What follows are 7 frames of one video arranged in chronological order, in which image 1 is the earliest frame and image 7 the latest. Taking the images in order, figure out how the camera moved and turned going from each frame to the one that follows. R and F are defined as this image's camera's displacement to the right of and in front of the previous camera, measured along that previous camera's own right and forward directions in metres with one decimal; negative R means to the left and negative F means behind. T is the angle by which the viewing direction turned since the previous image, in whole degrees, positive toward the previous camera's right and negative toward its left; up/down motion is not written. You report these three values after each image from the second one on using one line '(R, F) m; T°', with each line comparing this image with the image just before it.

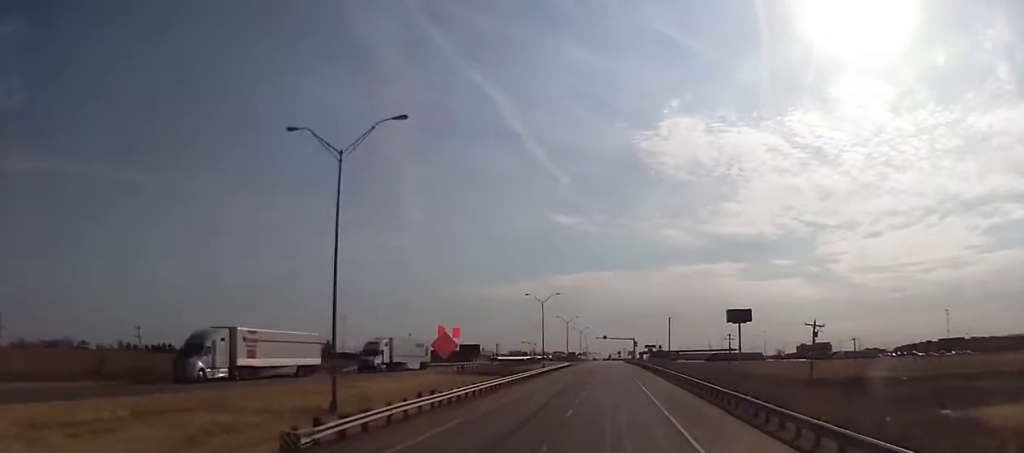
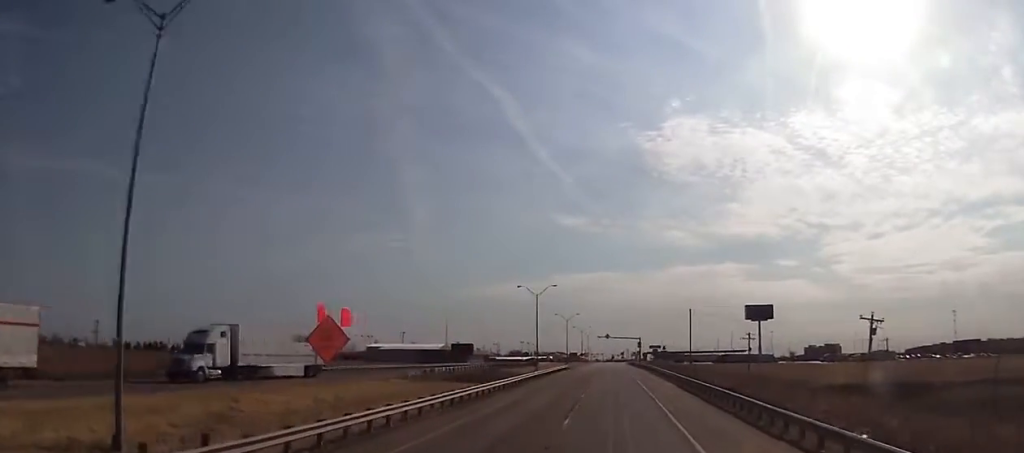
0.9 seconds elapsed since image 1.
(0.0, +17.3) m; -1°
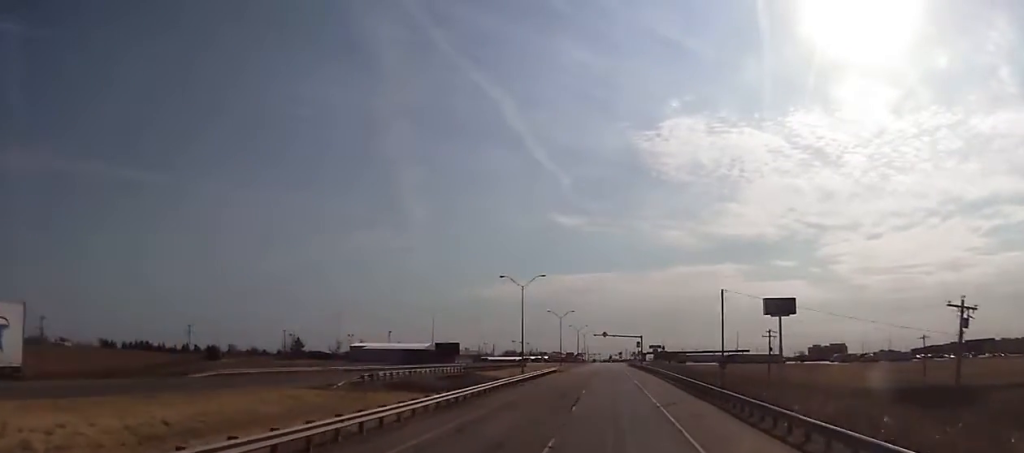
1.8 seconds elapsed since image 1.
(-0.2, +17.9) m; -2°
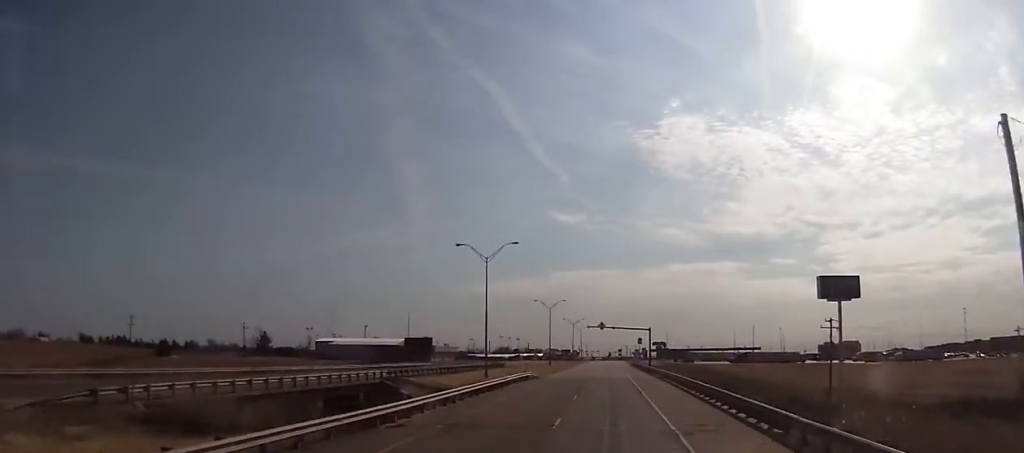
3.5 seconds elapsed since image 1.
(-0.6, +30.9) m; +1°
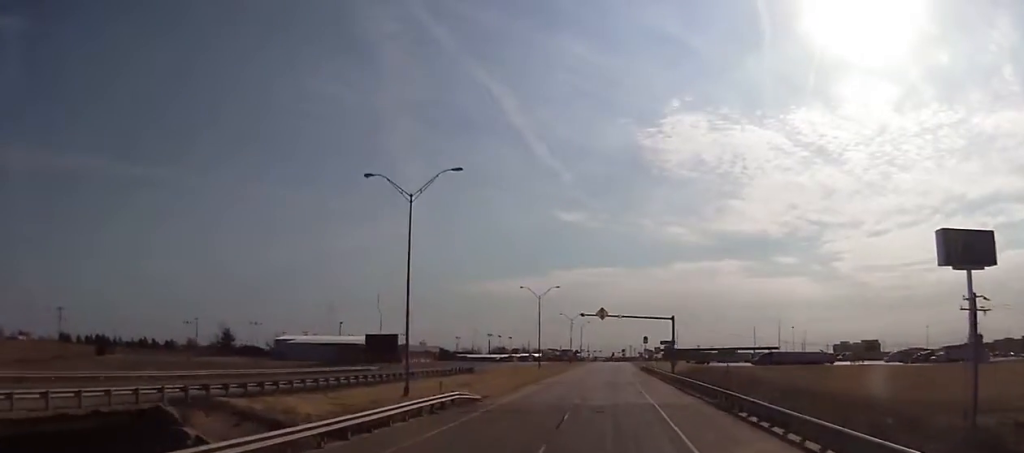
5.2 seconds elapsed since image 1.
(+0.4, +31.8) m; -1°
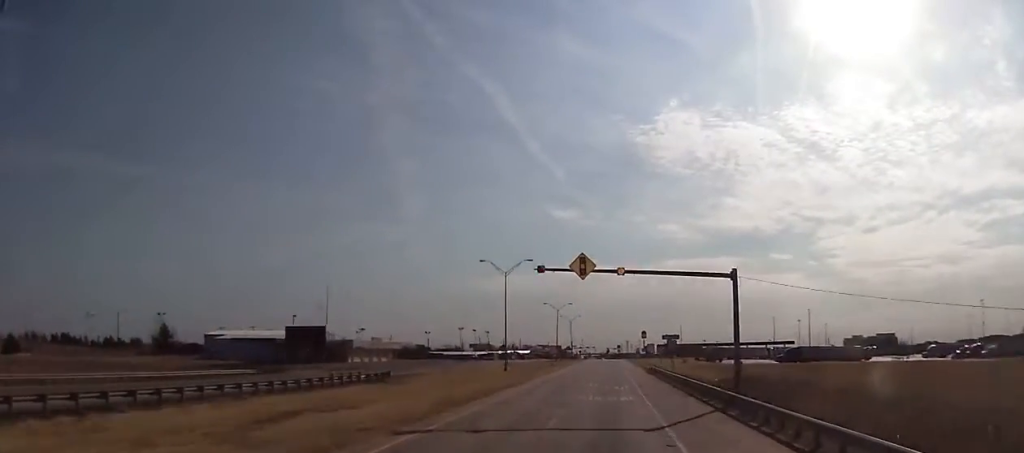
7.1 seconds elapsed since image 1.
(+0.4, +36.2) m; +1°
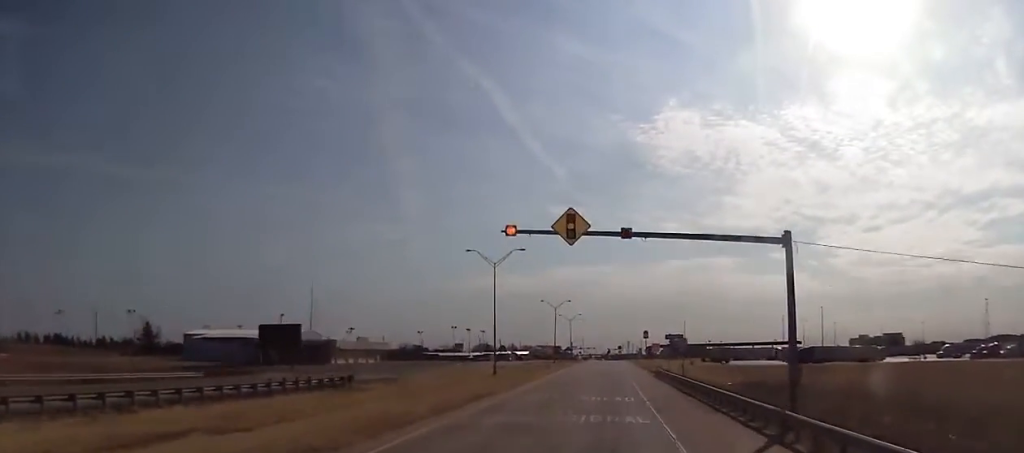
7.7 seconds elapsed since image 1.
(+0.1, +9.7) m; 0°
